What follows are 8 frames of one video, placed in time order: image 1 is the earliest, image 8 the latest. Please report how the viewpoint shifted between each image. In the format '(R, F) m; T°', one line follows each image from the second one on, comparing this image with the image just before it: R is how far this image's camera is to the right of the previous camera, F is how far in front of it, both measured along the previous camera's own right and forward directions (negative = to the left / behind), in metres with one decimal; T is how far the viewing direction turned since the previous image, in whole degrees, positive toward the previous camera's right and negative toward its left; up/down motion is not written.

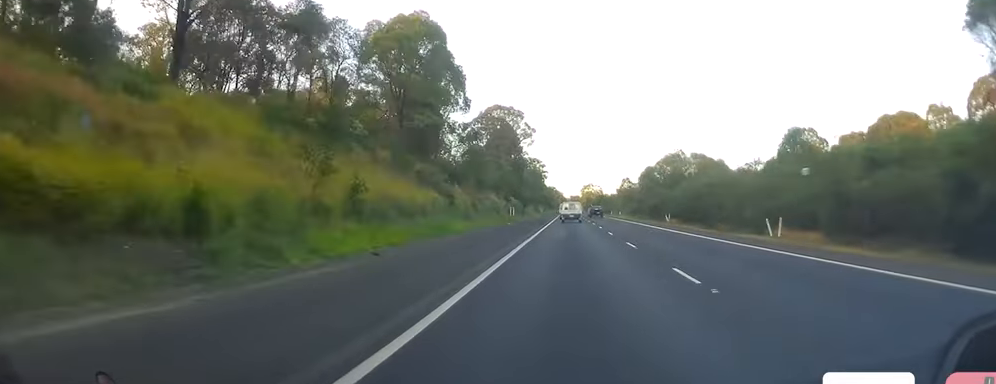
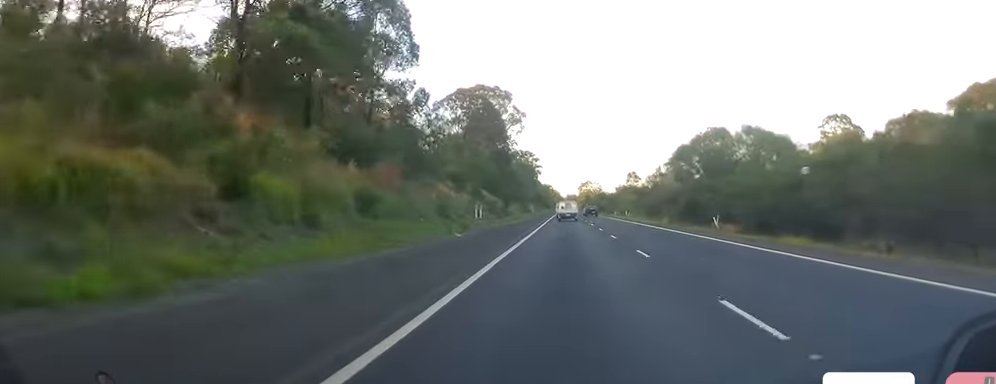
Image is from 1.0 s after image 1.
(-0.5, +29.1) m; -1°
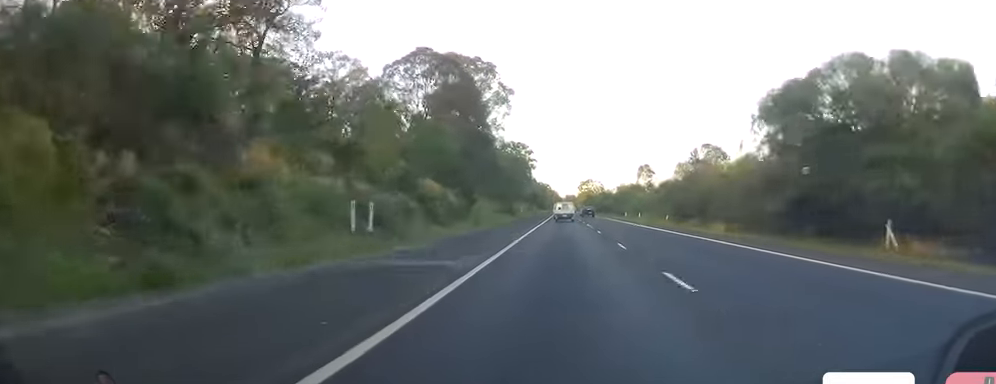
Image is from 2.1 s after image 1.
(+0.2, +30.9) m; +1°
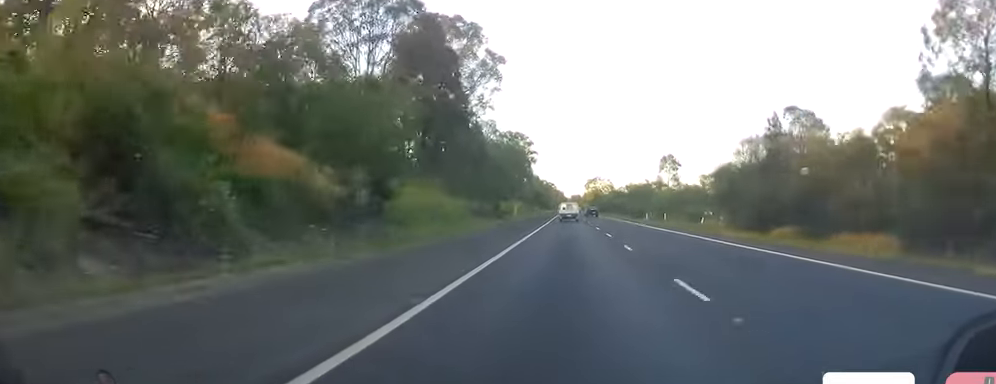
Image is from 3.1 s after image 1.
(+0.3, +27.3) m; 0°
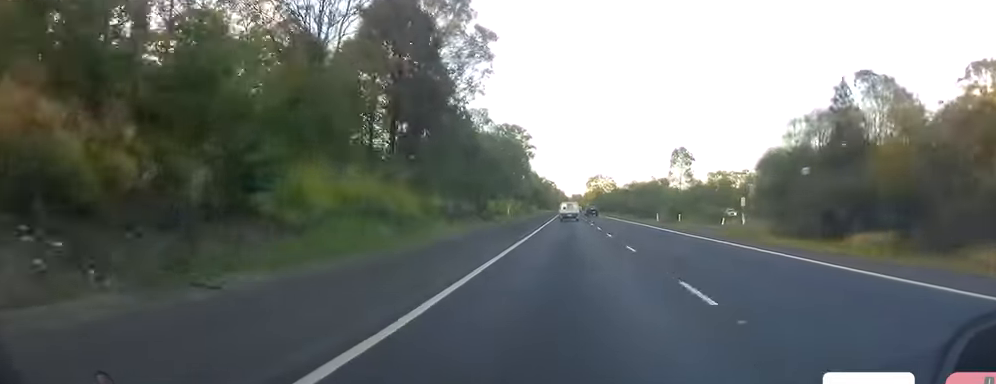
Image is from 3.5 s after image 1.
(+0.2, +12.3) m; -1°
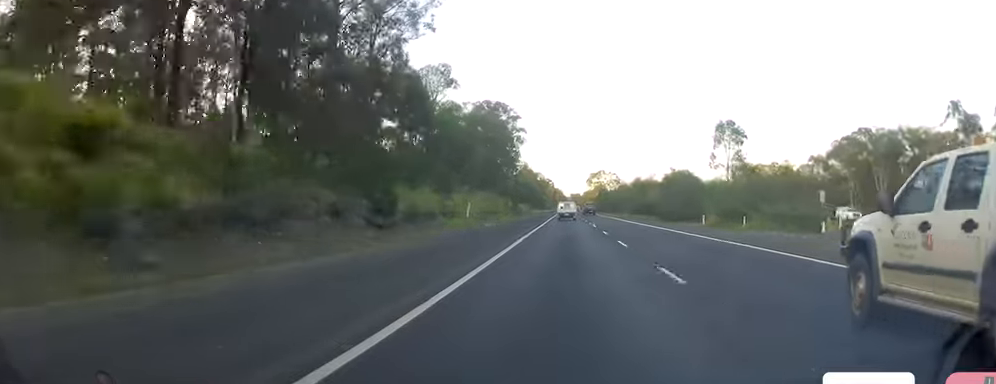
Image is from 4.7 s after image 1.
(-0.7, +32.9) m; -1°
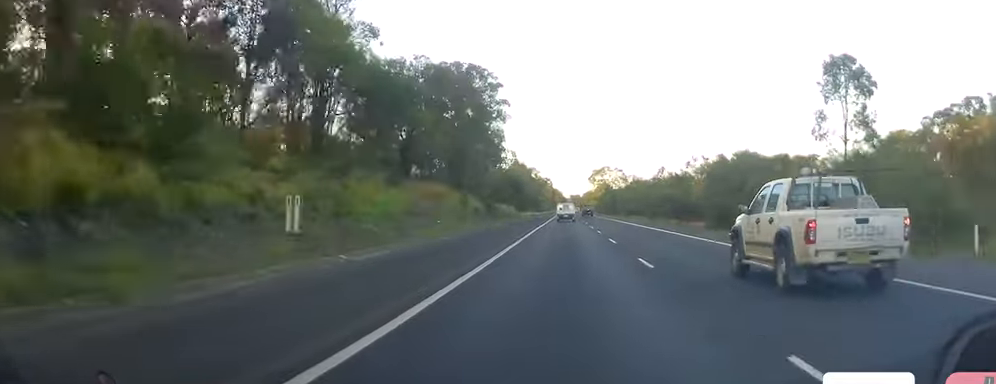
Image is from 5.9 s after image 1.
(+0.5, +32.8) m; 0°
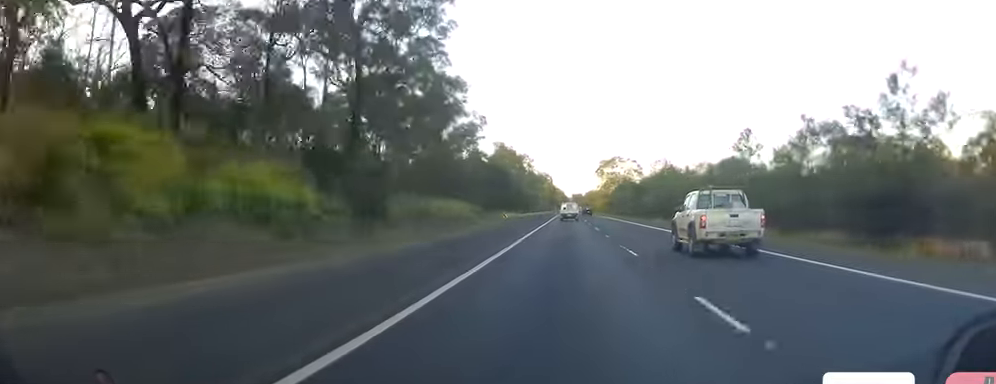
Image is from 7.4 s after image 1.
(+0.2, +44.2) m; +1°
